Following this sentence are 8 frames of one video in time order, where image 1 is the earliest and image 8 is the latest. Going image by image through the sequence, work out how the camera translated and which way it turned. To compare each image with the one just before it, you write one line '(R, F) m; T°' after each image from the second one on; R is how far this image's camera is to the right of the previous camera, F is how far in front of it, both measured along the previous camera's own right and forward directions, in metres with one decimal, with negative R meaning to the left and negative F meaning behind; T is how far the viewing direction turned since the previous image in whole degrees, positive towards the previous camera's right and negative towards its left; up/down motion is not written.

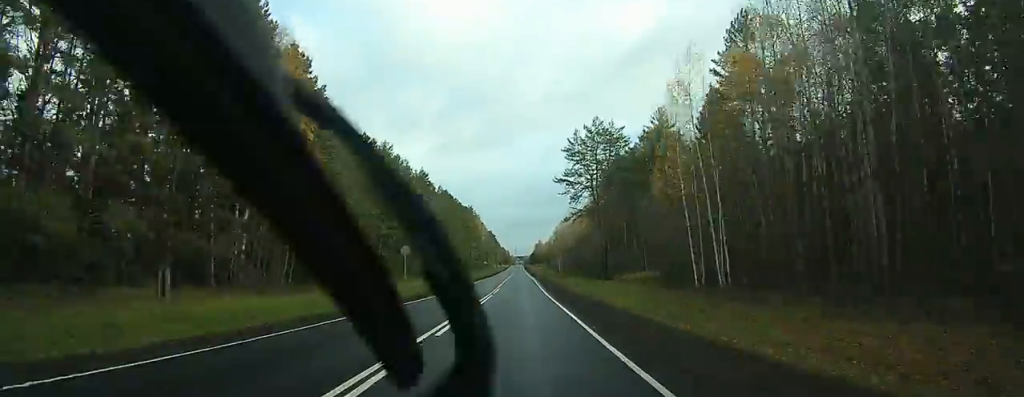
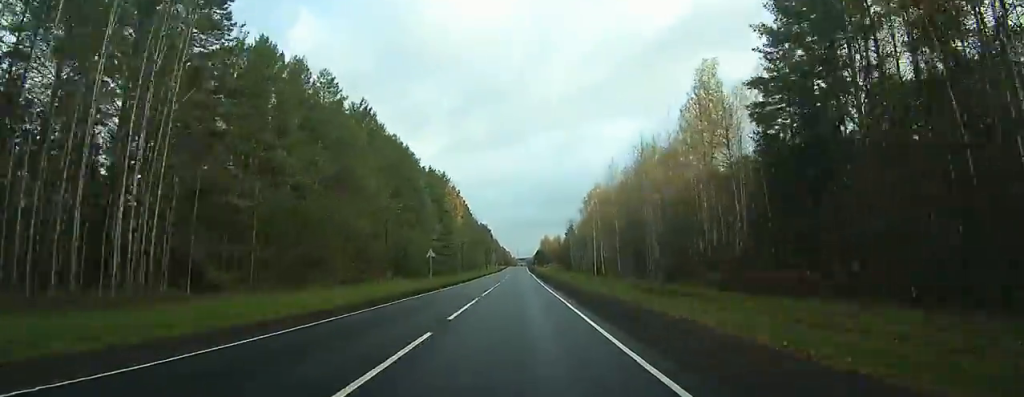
(-0.8, +93.1) m; -1°
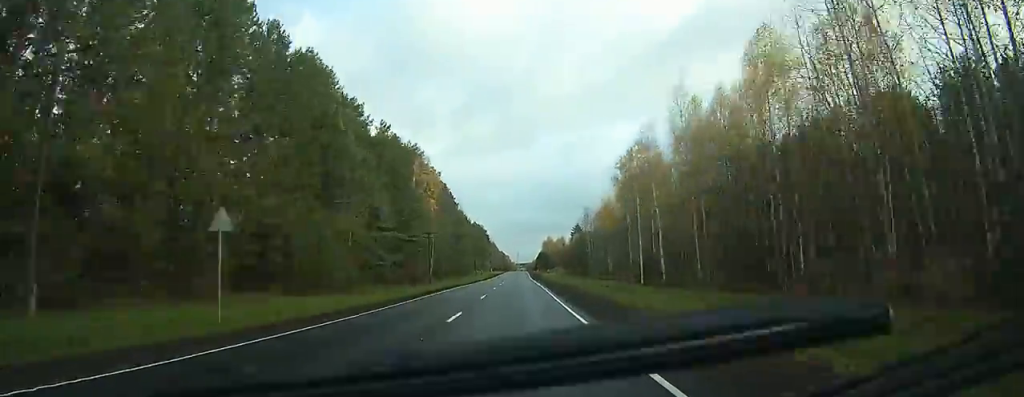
(-0.4, +41.5) m; -1°
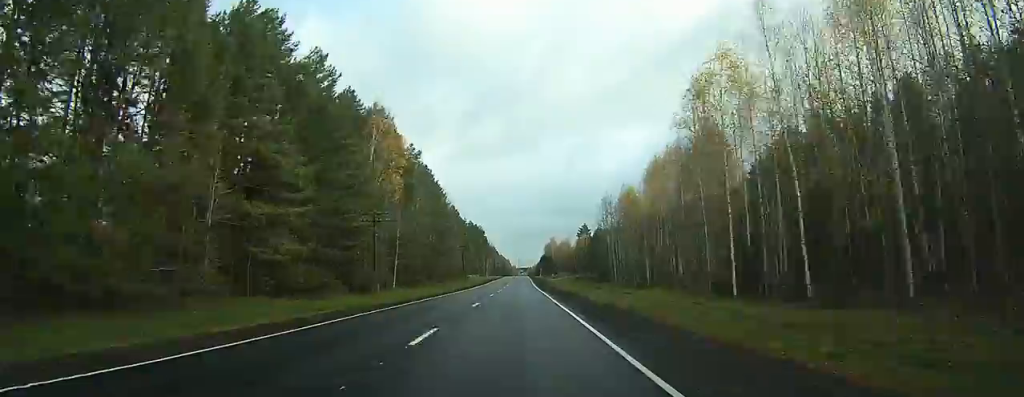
(-0.1, +28.6) m; 0°
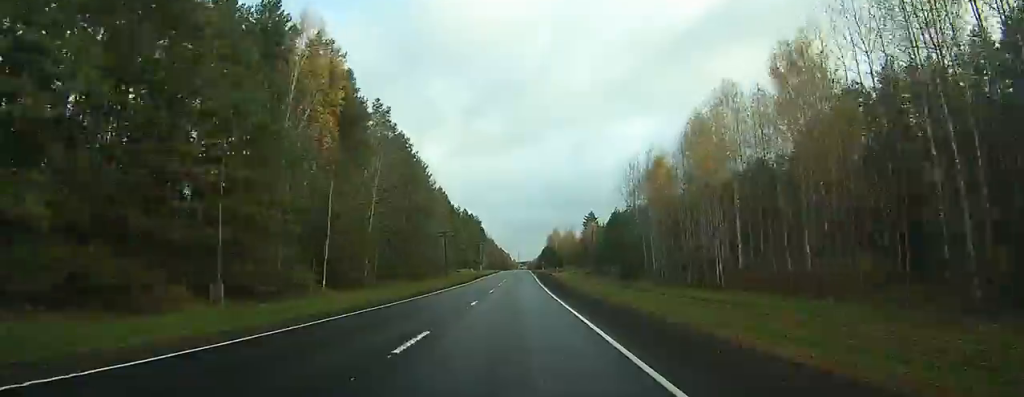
(0.0, +25.3) m; 0°
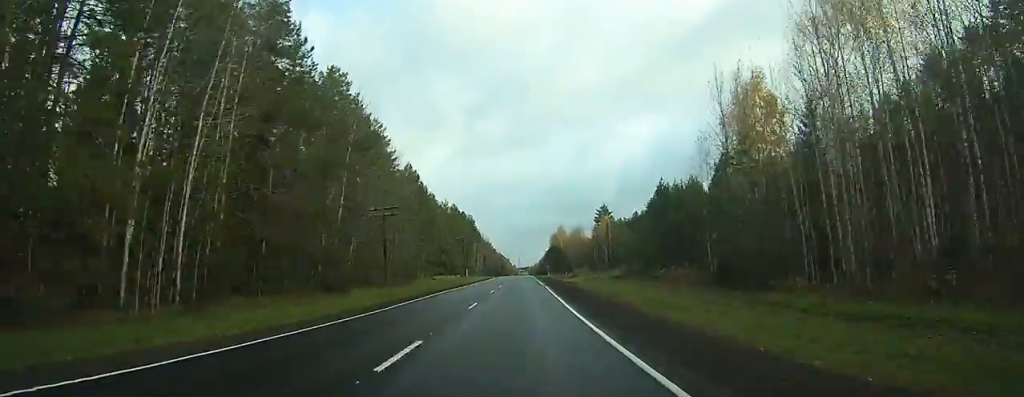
(0.0, +37.7) m; 0°
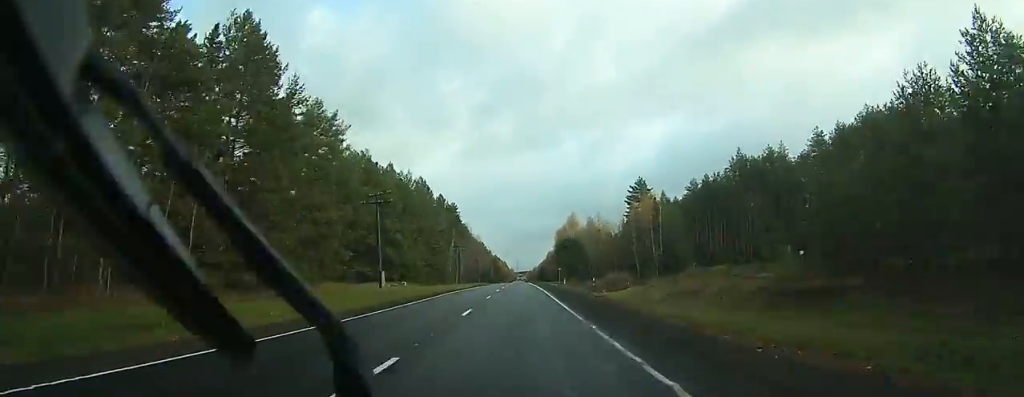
(+0.2, +63.7) m; 0°
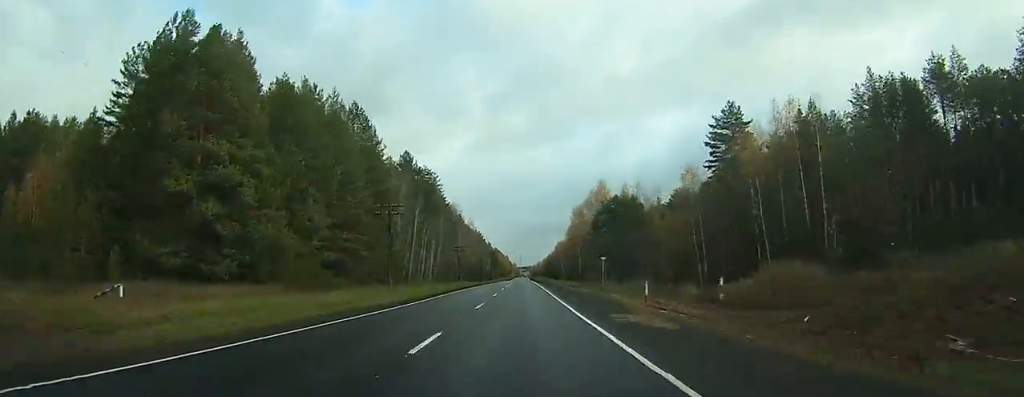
(-0.2, +58.3) m; 0°
